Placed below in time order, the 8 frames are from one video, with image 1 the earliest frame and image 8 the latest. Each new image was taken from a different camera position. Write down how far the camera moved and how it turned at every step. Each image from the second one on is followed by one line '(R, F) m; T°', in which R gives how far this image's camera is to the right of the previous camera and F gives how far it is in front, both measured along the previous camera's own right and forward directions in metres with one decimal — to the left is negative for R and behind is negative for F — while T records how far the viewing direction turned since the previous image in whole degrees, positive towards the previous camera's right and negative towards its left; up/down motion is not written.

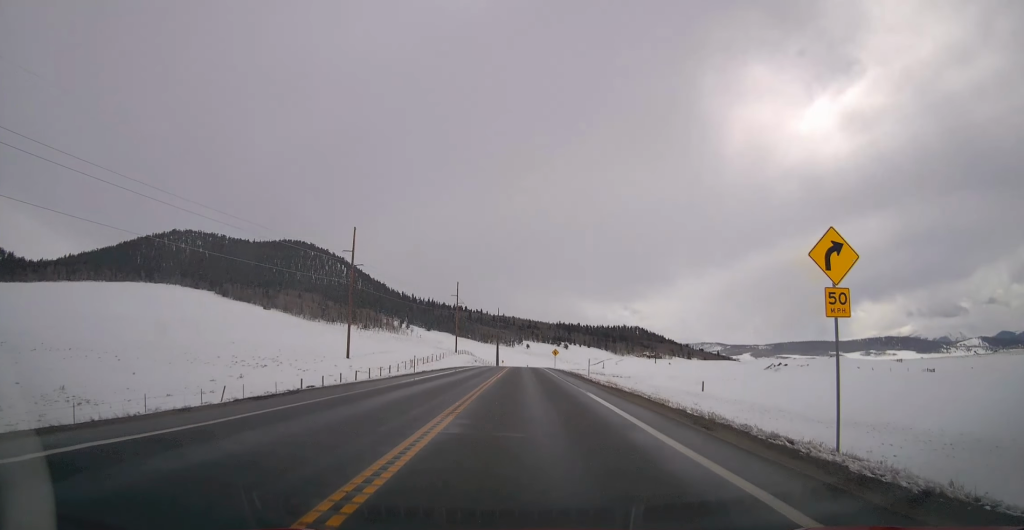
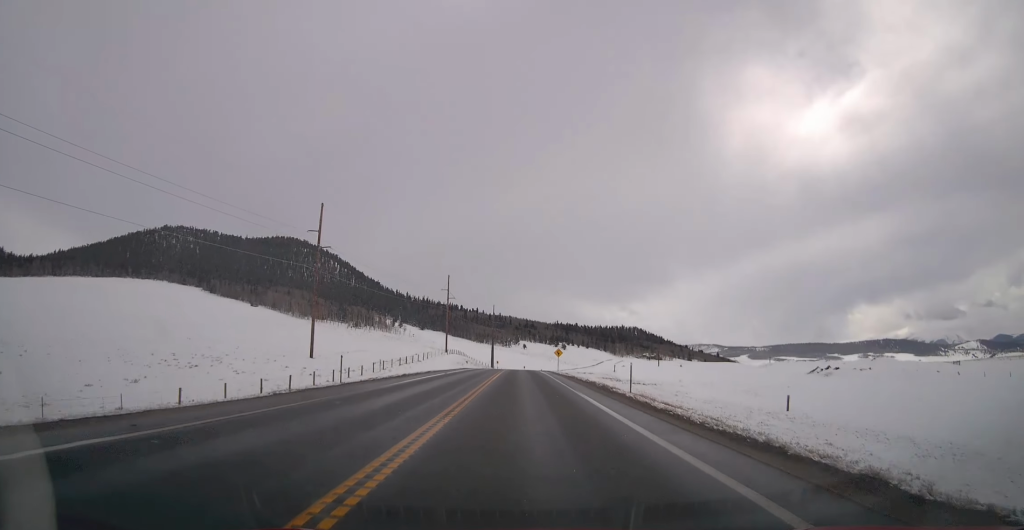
(+0.2, +16.2) m; +1°
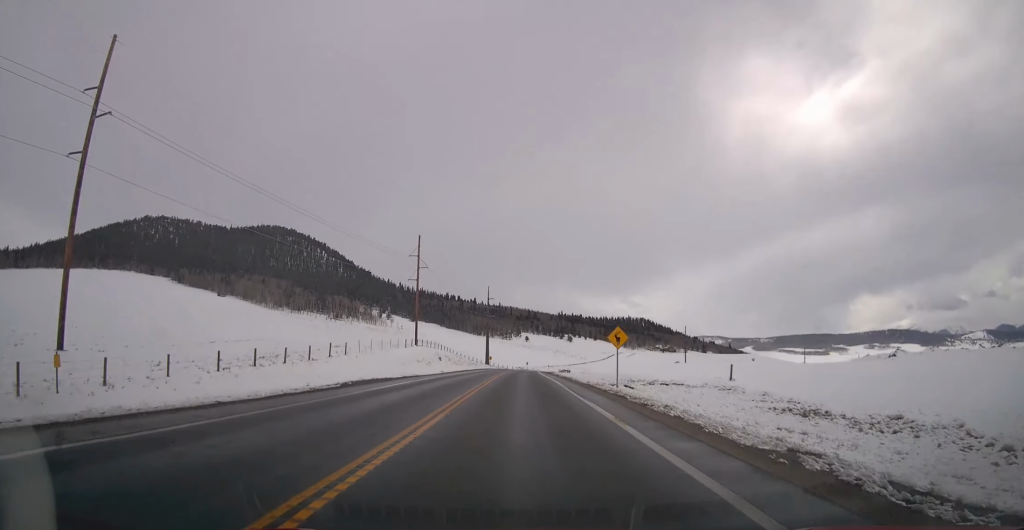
(-0.1, +48.8) m; 0°
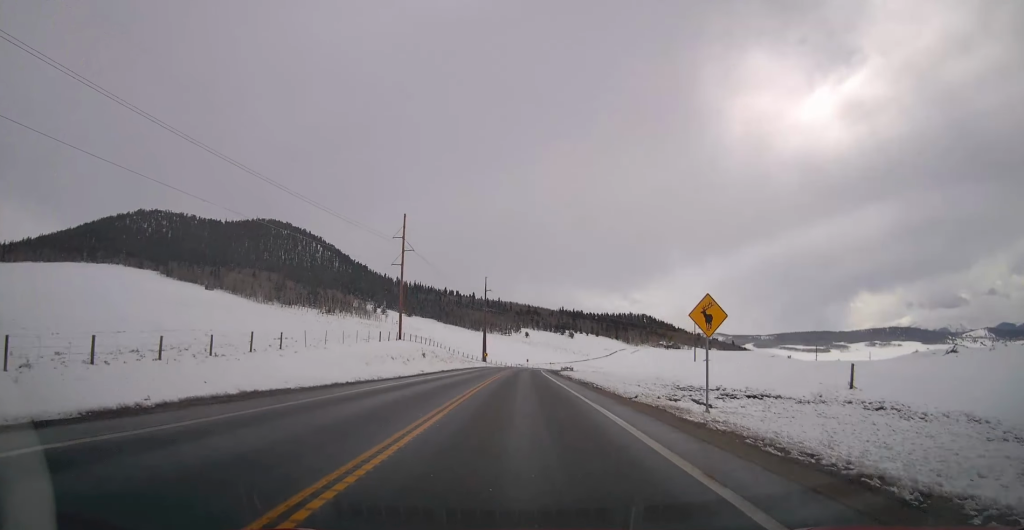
(0.0, +16.0) m; -1°
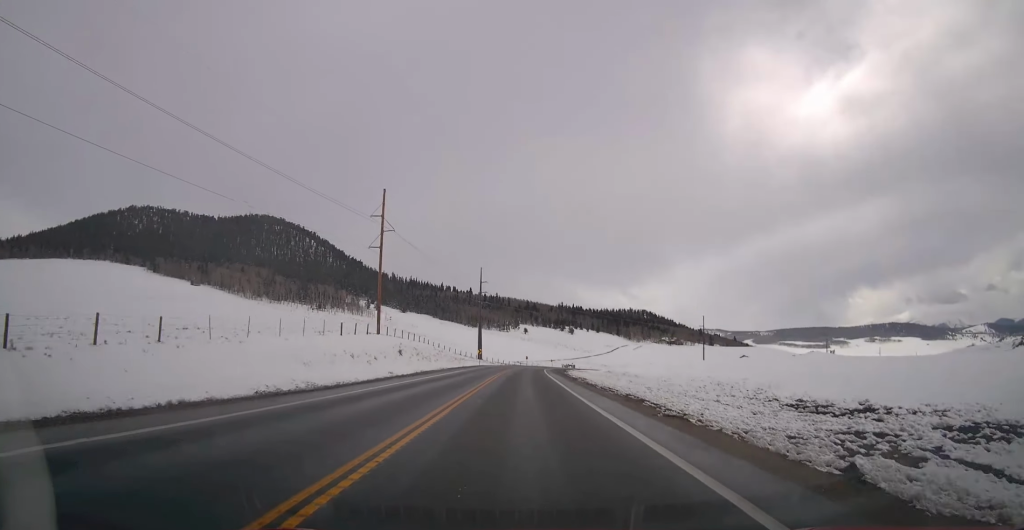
(+0.1, +13.7) m; -1°
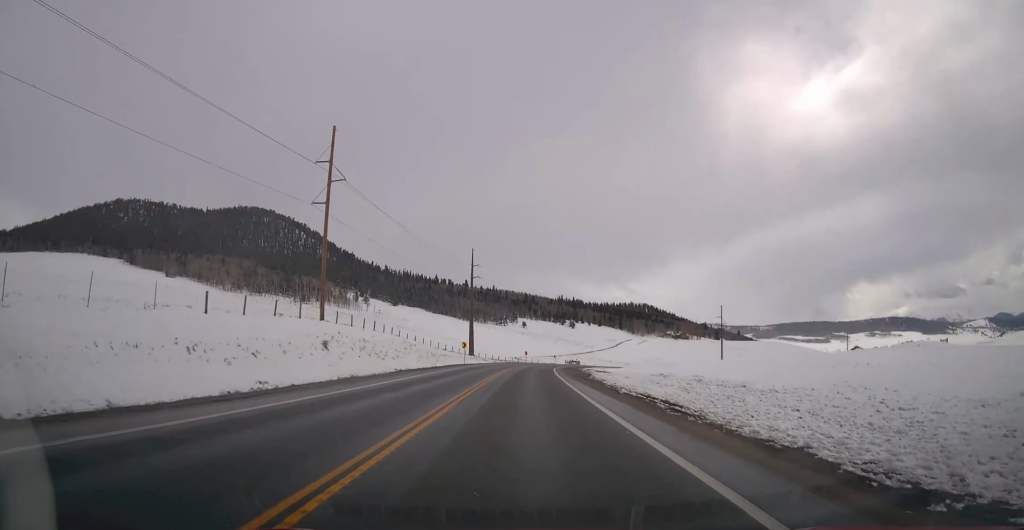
(-0.6, +25.1) m; 0°
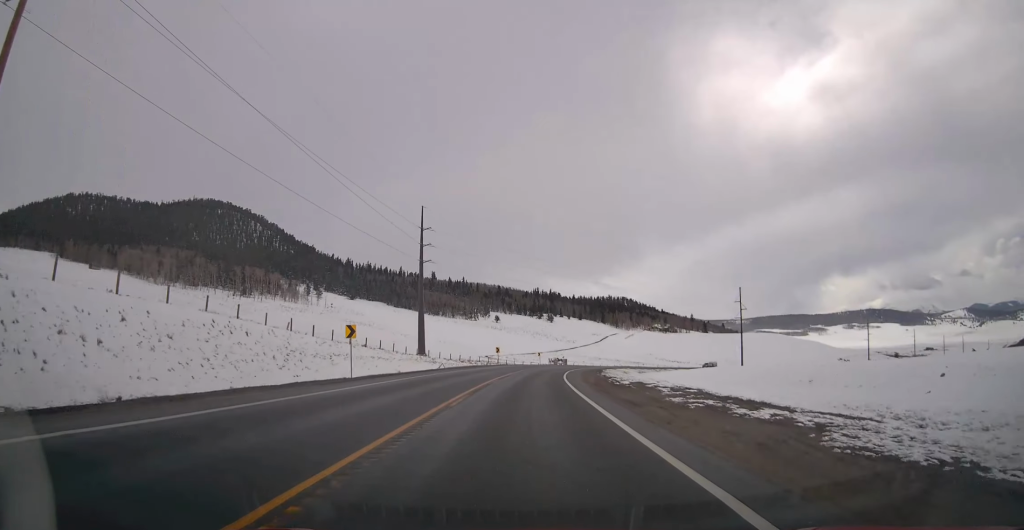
(+1.9, +42.7) m; +4°
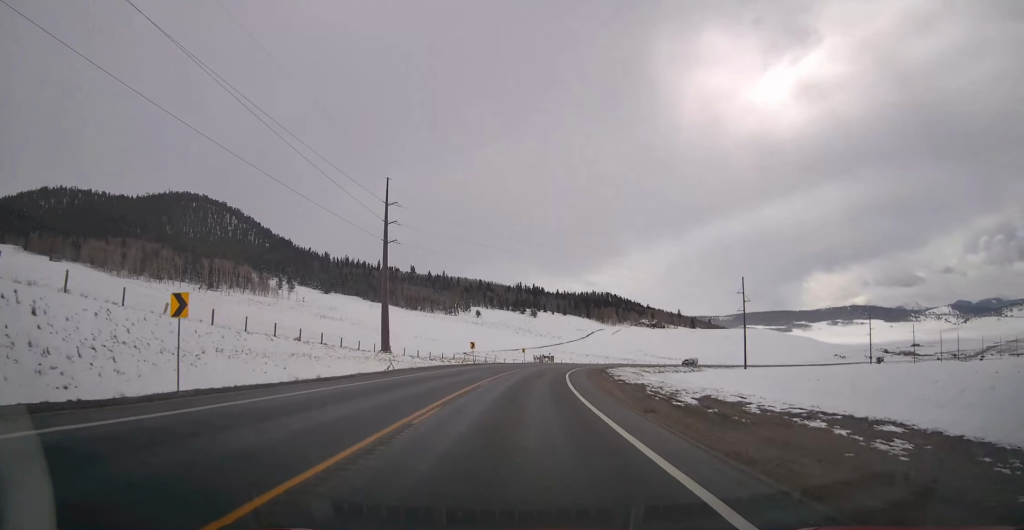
(+0.2, +16.4) m; +1°
